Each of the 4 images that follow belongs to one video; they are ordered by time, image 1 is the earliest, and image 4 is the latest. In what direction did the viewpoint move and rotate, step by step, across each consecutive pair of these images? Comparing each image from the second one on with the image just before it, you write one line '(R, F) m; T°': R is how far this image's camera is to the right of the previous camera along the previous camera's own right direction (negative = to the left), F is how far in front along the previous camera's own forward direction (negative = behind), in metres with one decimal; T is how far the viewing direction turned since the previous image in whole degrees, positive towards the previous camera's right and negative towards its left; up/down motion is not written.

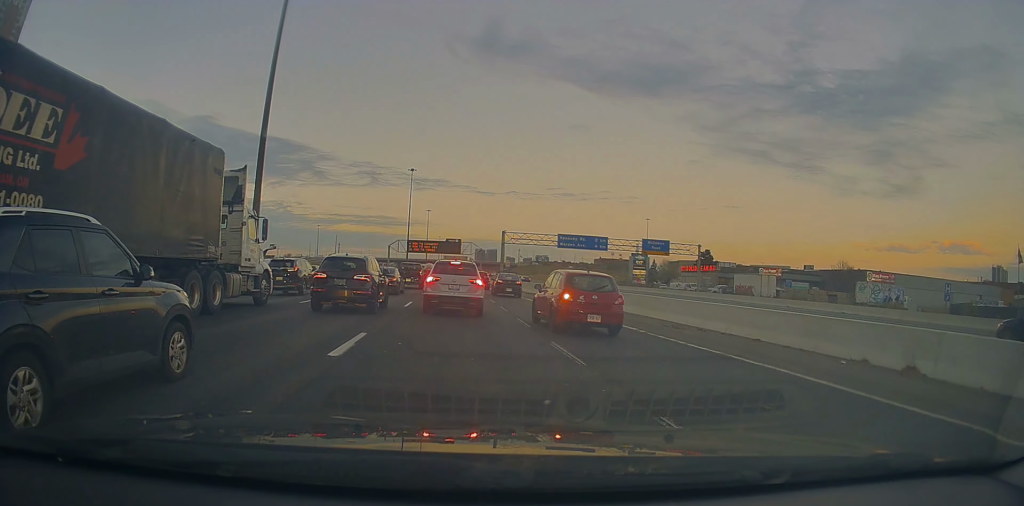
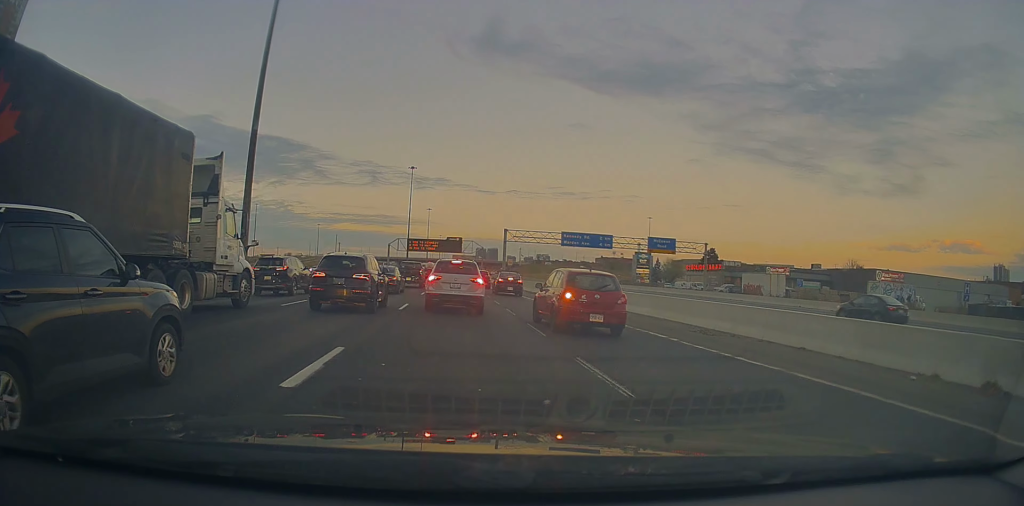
(0.0, +2.2) m; 0°
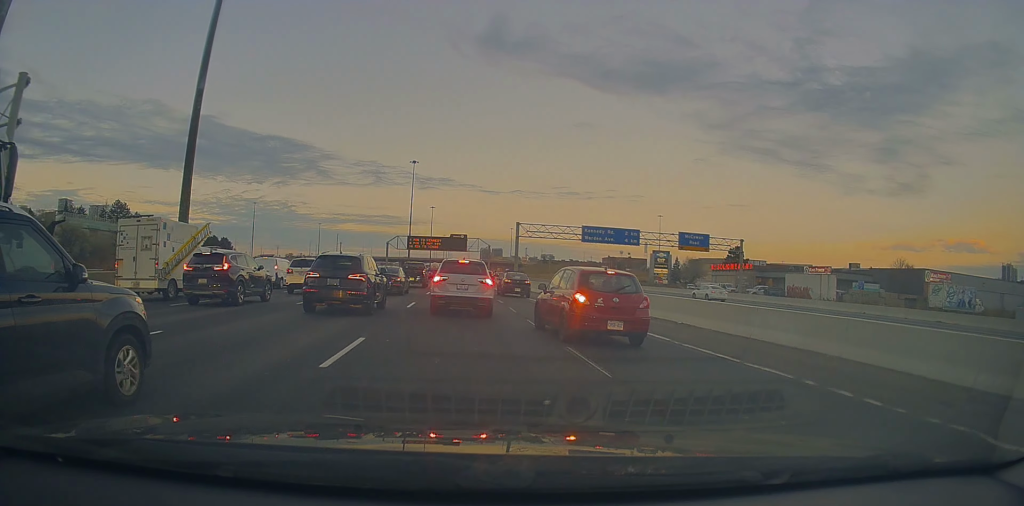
(0.0, +10.2) m; -1°
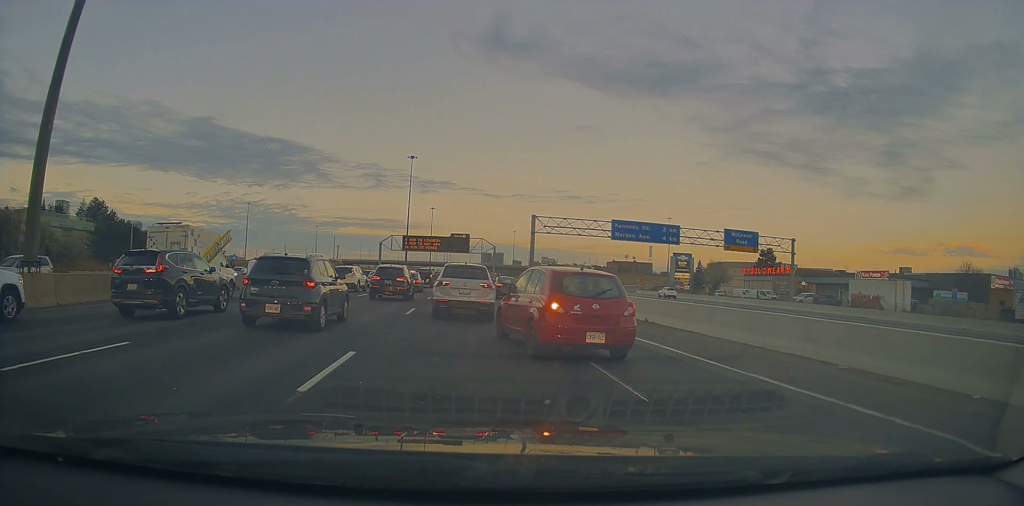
(-0.2, +13.8) m; -3°
